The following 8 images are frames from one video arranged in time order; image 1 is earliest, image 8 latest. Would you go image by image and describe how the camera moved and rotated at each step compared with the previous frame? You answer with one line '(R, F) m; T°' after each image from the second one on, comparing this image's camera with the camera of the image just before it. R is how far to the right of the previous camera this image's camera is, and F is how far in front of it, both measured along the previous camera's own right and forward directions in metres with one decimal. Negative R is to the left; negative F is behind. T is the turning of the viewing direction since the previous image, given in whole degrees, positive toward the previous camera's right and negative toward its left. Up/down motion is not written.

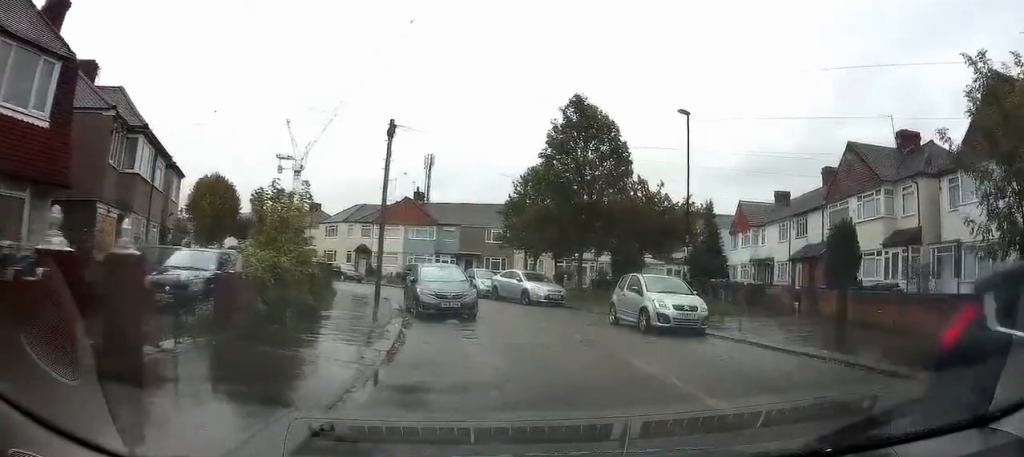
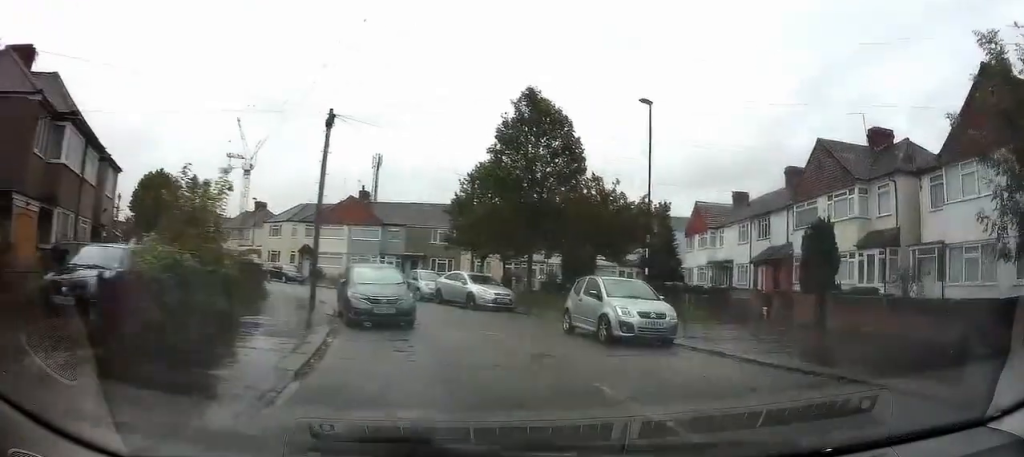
(+0.1, +1.6) m; +7°
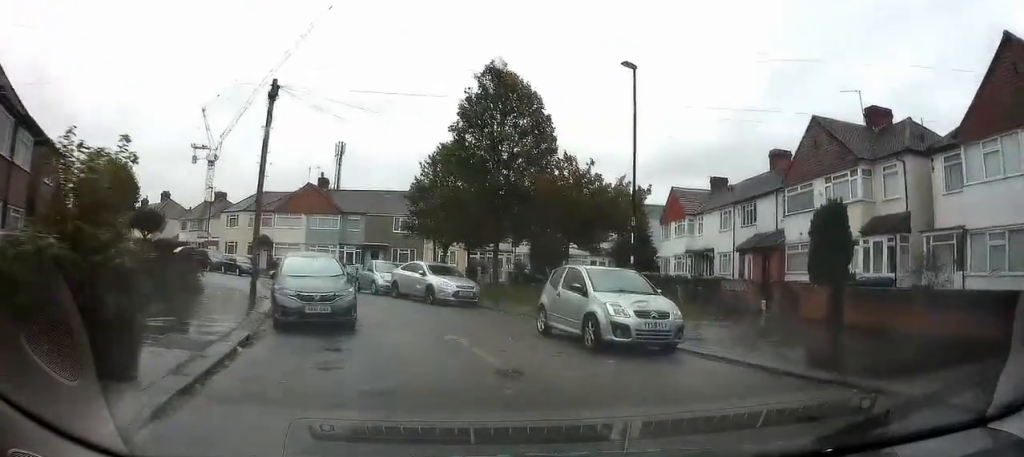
(+0.3, +2.2) m; +2°
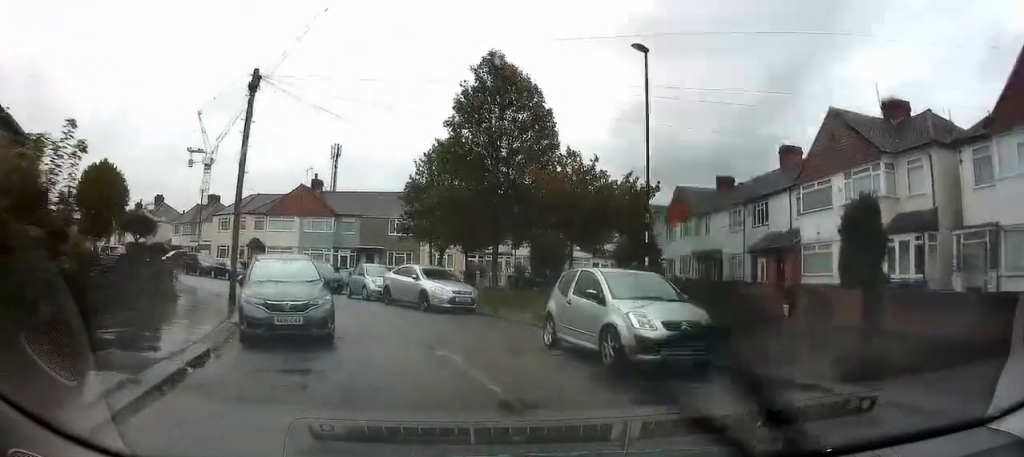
(-0.1, +1.5) m; 0°
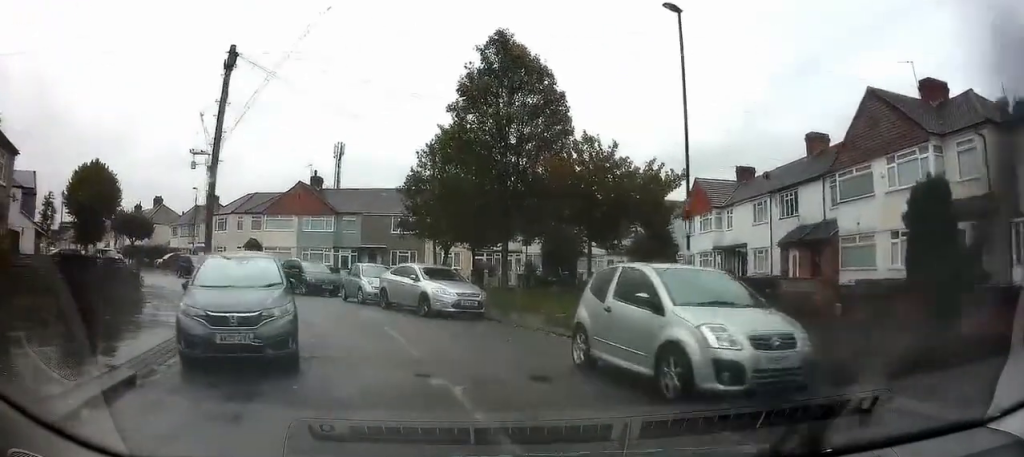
(-0.2, +2.3) m; 0°
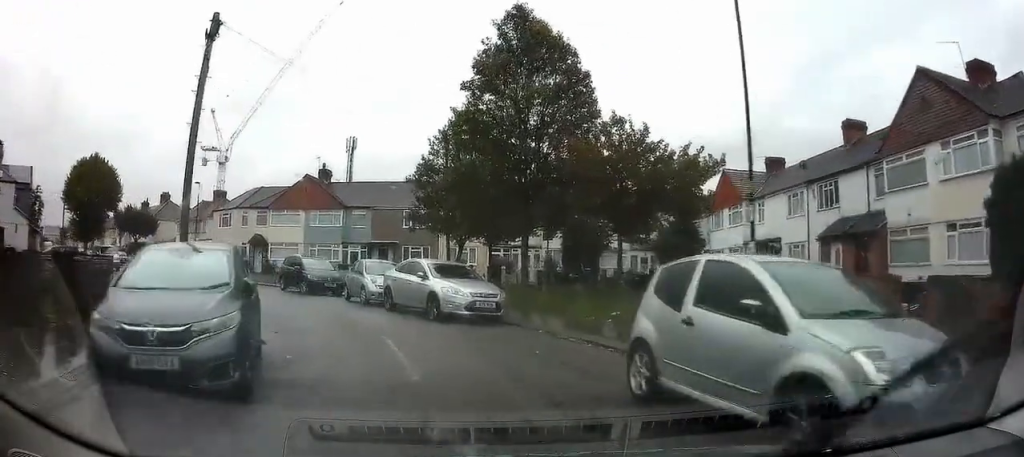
(+0.2, +2.4) m; -1°
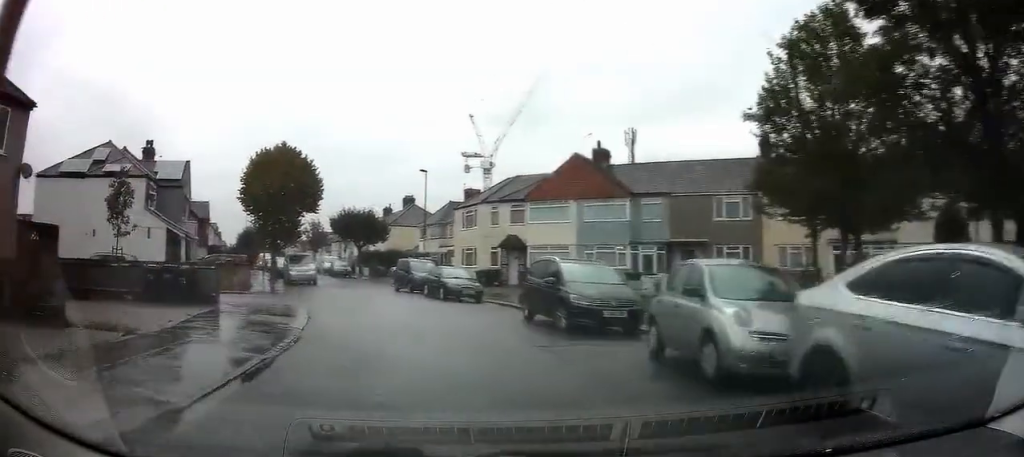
(-2.8, +11.1) m; -27°
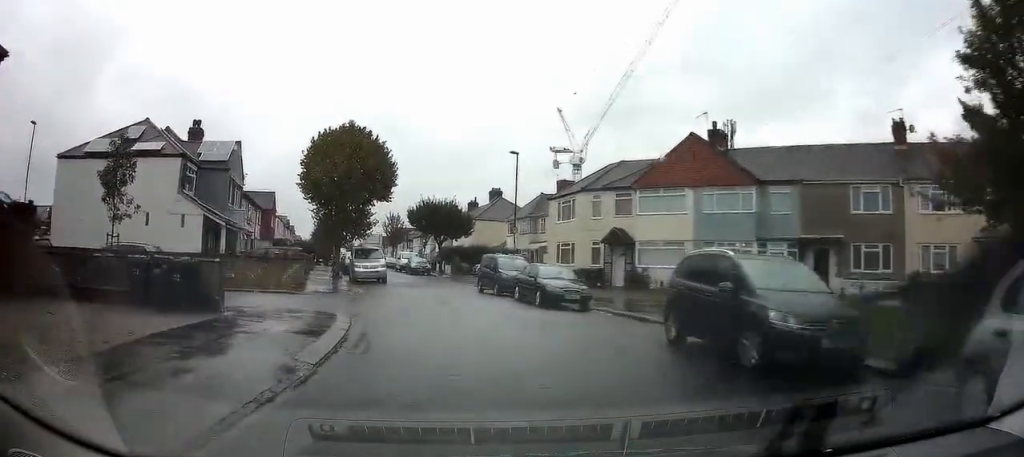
(+0.3, +4.7) m; -6°
